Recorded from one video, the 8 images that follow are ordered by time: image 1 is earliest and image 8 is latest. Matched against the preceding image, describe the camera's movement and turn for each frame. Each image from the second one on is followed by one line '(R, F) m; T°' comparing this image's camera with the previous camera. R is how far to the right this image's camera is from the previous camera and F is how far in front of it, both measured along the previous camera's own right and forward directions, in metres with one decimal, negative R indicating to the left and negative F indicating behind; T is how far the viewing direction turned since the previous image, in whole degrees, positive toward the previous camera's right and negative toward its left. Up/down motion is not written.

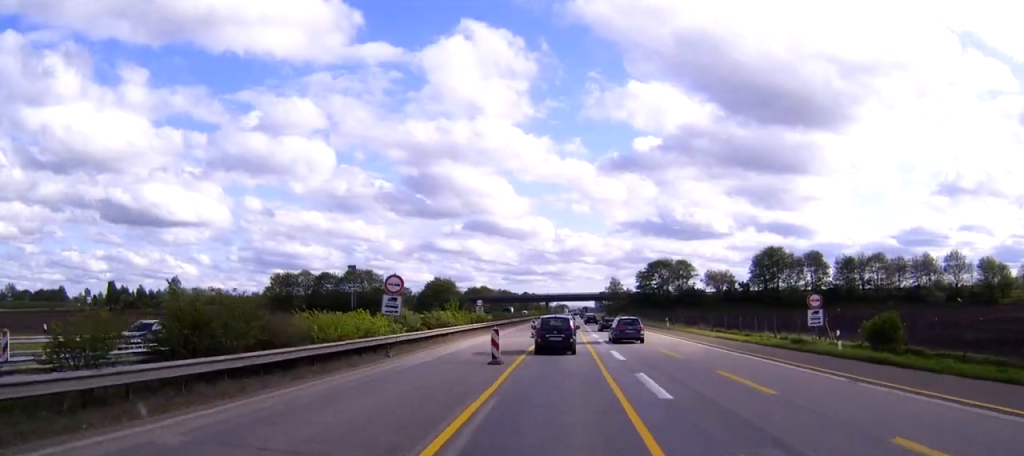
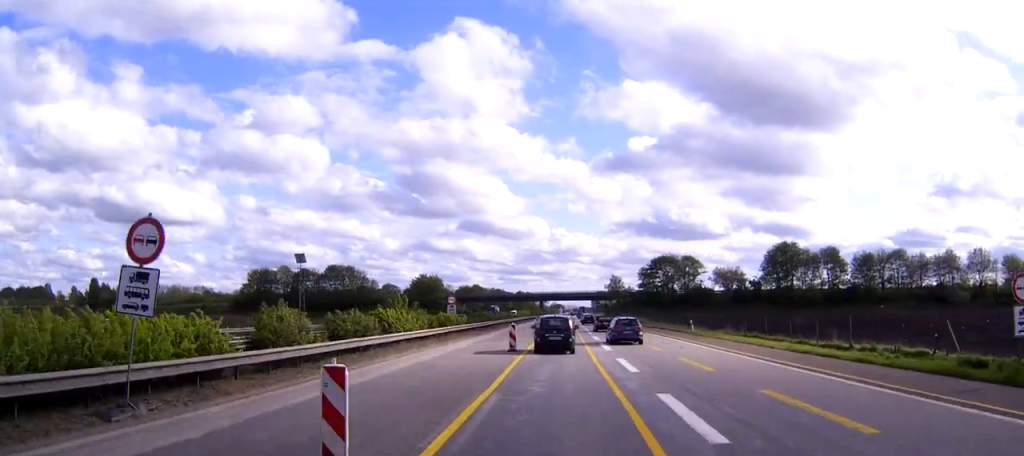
(0.0, +17.0) m; 0°
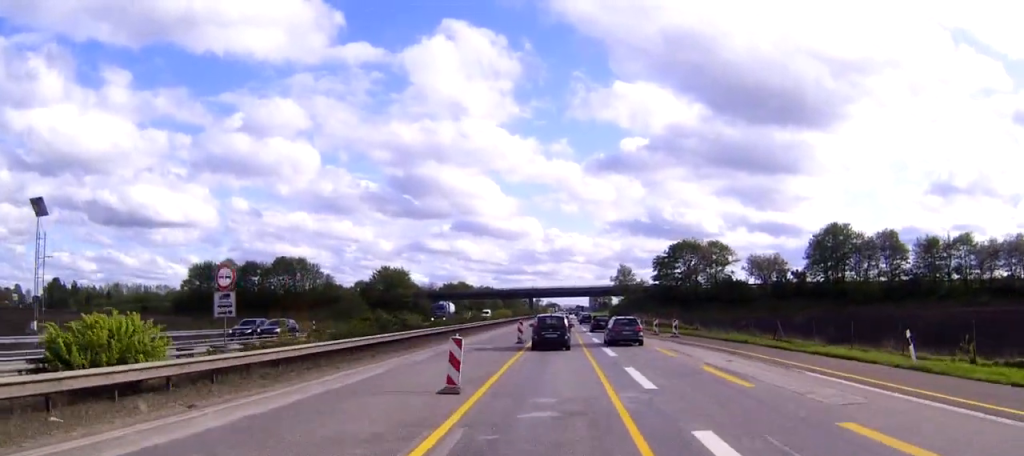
(0.0, +40.7) m; 0°
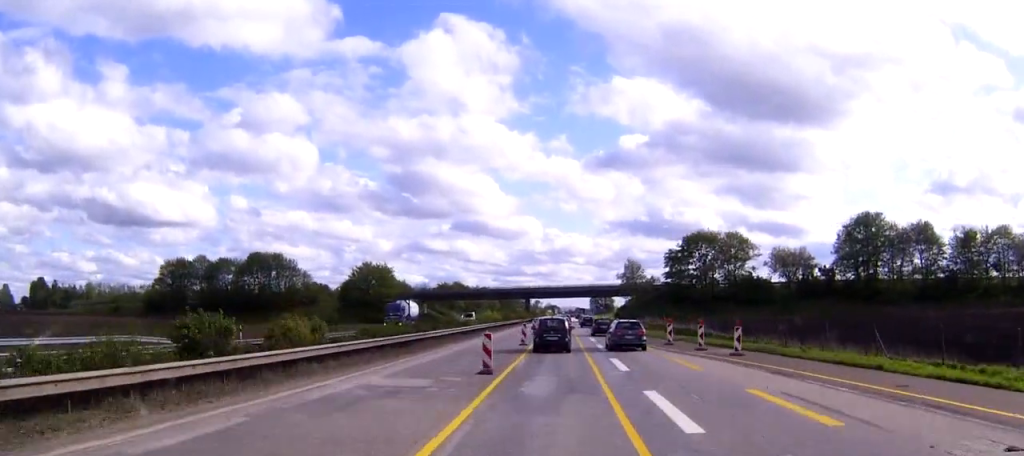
(0.0, +17.4) m; 0°
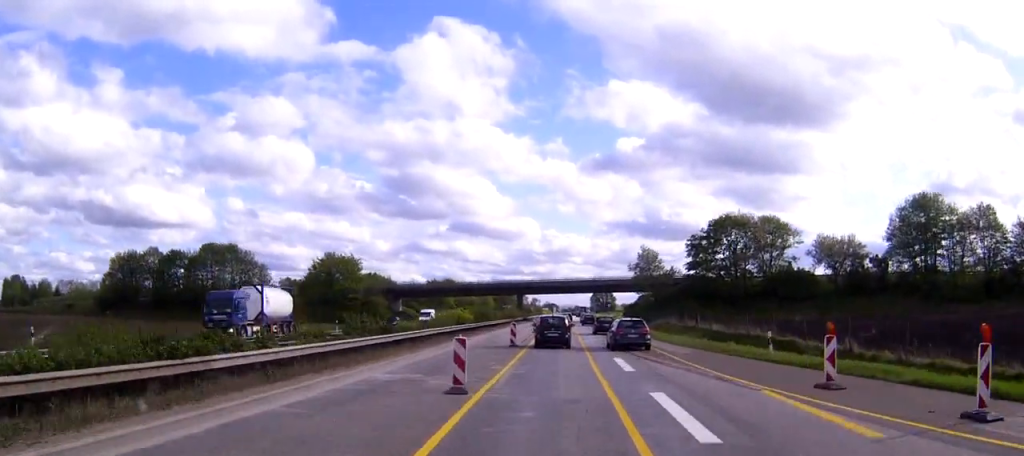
(0.0, +25.3) m; 0°
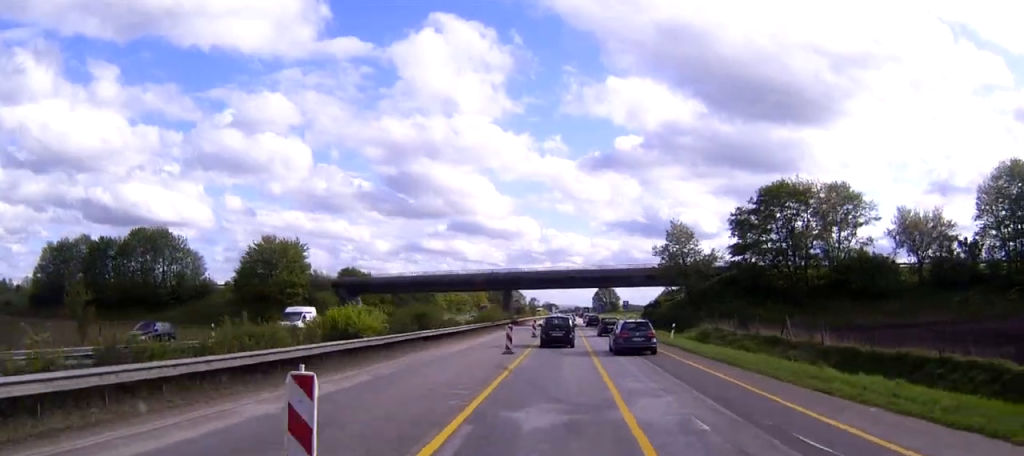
(0.0, +29.4) m; 0°
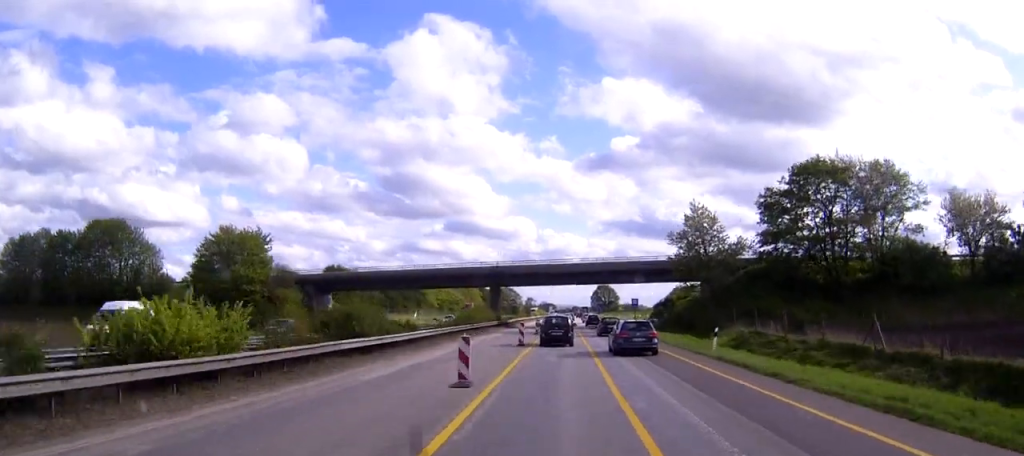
(+0.1, +13.7) m; 0°
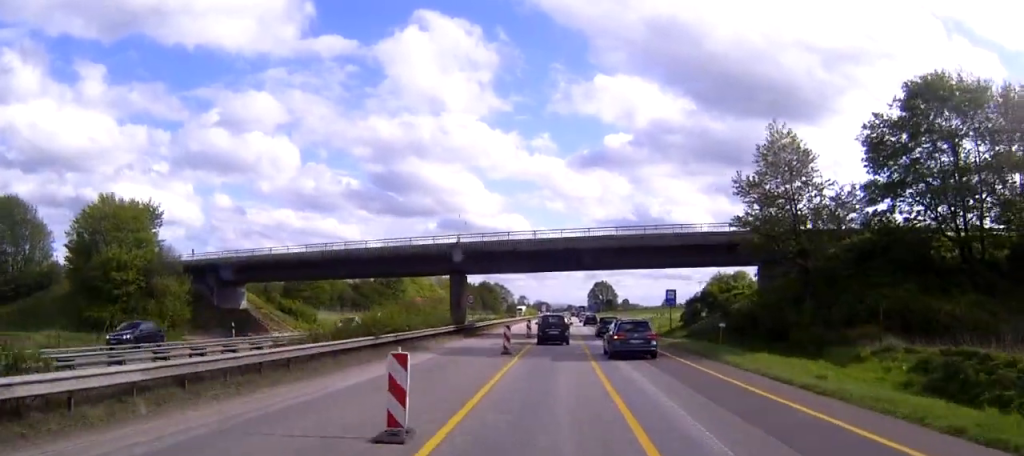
(+0.2, +27.4) m; 0°
